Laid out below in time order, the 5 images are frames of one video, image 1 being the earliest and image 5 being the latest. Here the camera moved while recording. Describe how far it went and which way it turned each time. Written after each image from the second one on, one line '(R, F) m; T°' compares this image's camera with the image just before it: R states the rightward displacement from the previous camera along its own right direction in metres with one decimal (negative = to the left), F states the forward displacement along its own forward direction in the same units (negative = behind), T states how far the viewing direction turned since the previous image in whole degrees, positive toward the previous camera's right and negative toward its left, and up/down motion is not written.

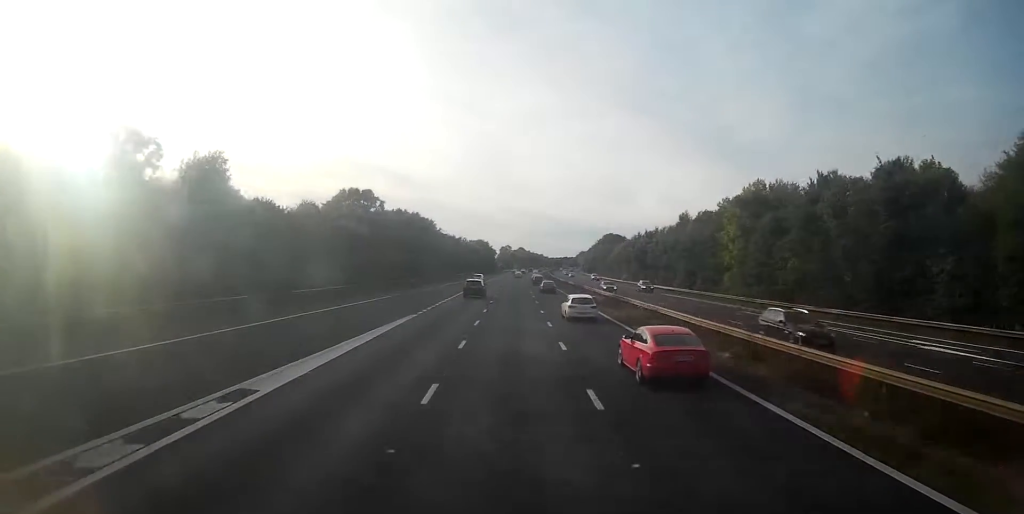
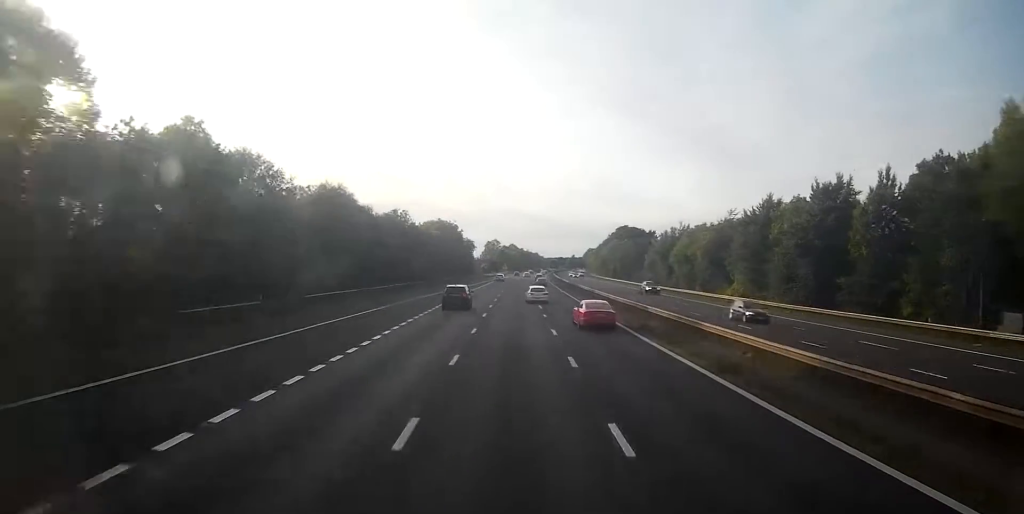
(+1.5, +92.0) m; +2°
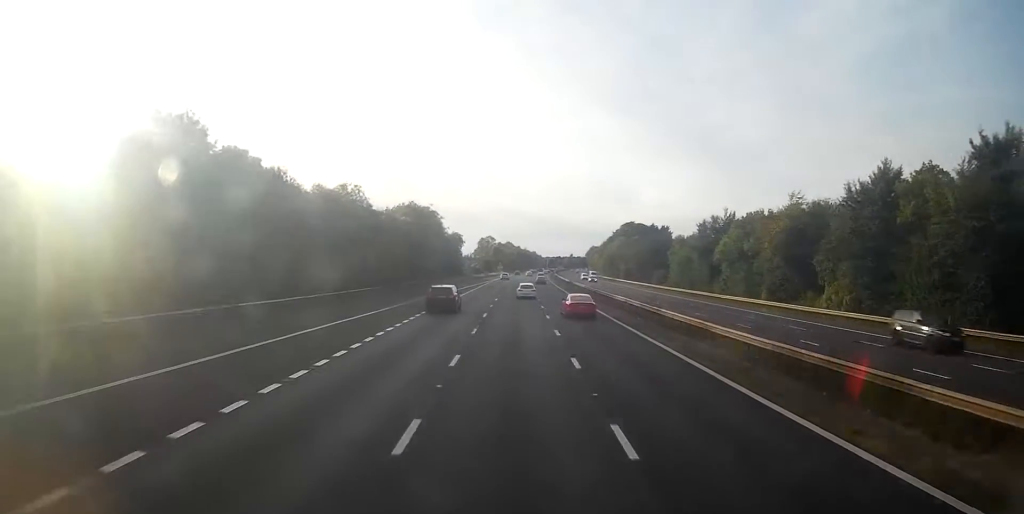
(0.0, +27.4) m; 0°
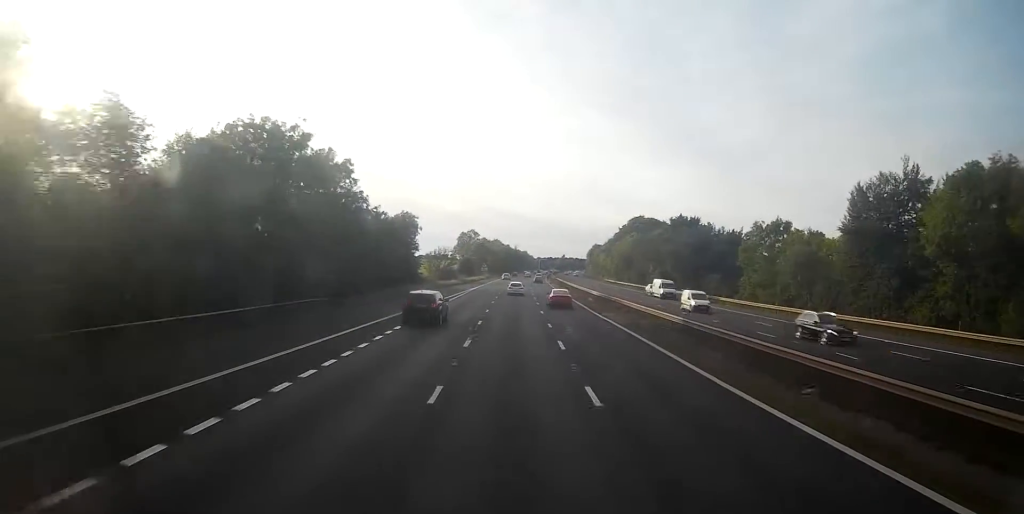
(0.0, +49.2) m; +1°
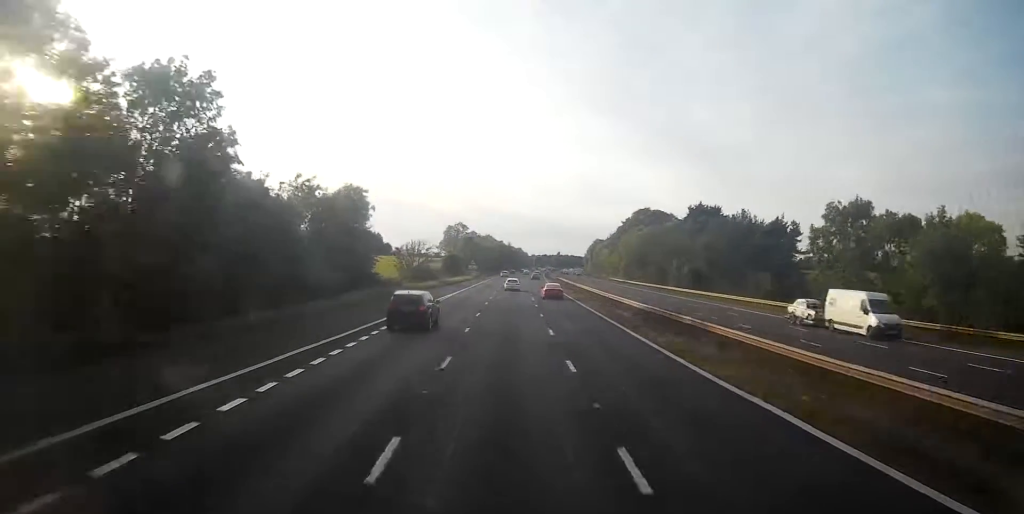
(+0.3, +23.7) m; +1°
